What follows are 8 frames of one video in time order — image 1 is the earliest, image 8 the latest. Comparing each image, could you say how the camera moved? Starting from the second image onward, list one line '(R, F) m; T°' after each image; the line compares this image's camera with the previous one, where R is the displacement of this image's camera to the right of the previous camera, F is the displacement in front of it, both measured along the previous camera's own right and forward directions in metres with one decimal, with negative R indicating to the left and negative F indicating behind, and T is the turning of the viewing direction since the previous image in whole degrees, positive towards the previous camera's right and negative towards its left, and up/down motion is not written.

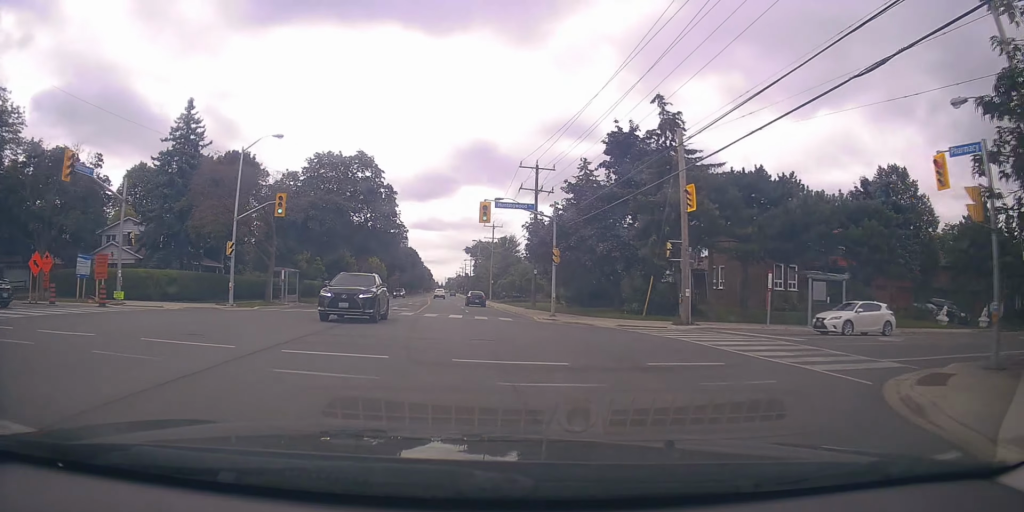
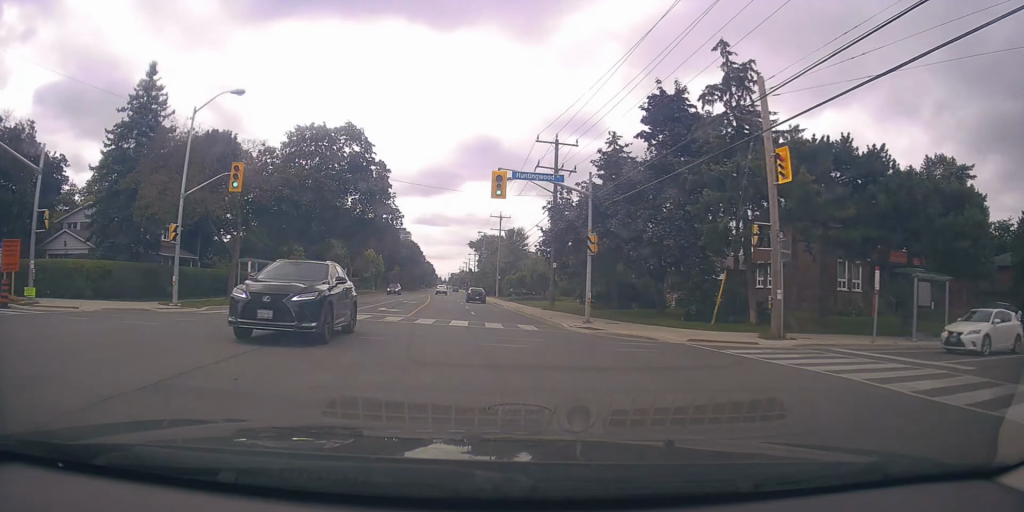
(-0.1, +7.4) m; +1°
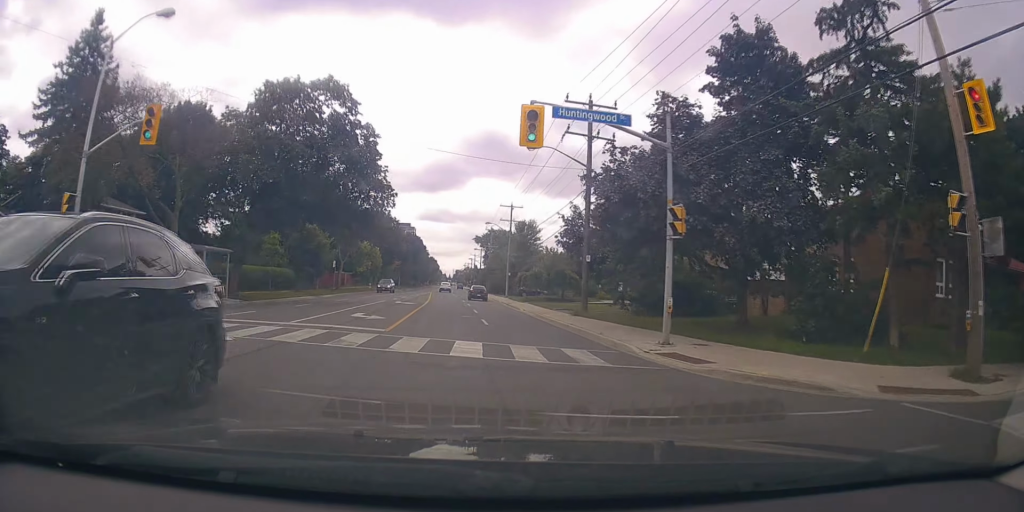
(-0.2, +8.5) m; +1°
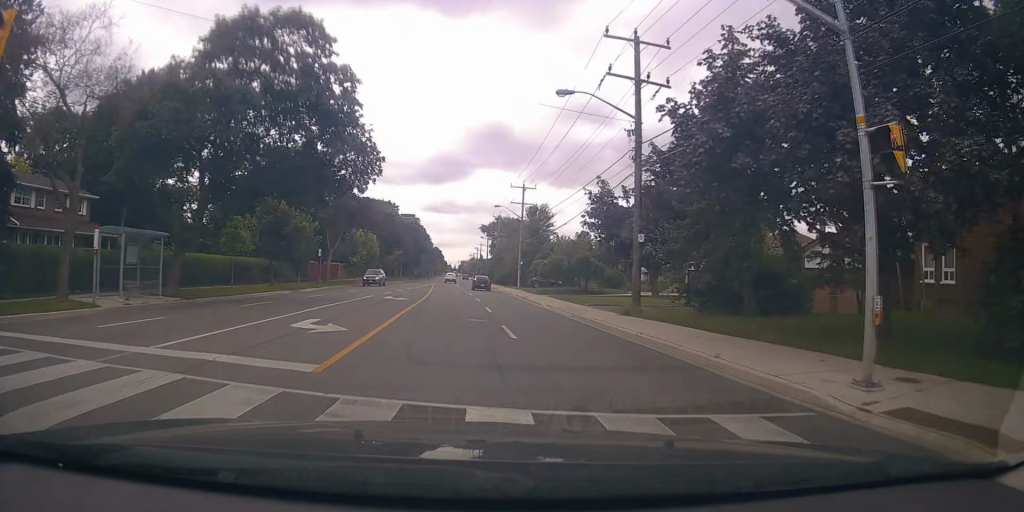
(+0.3, +8.0) m; 0°
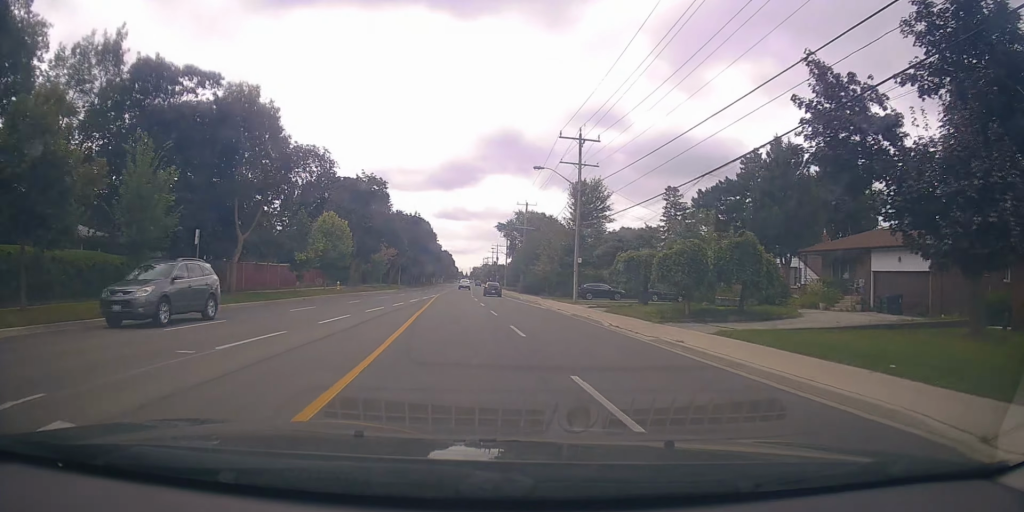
(-0.6, +25.5) m; -2°
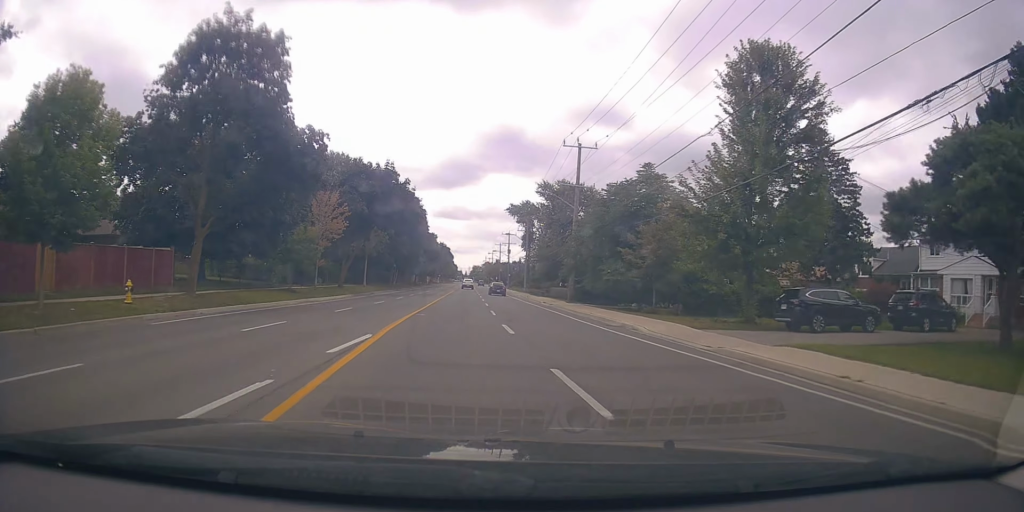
(+0.8, +35.6) m; +2°
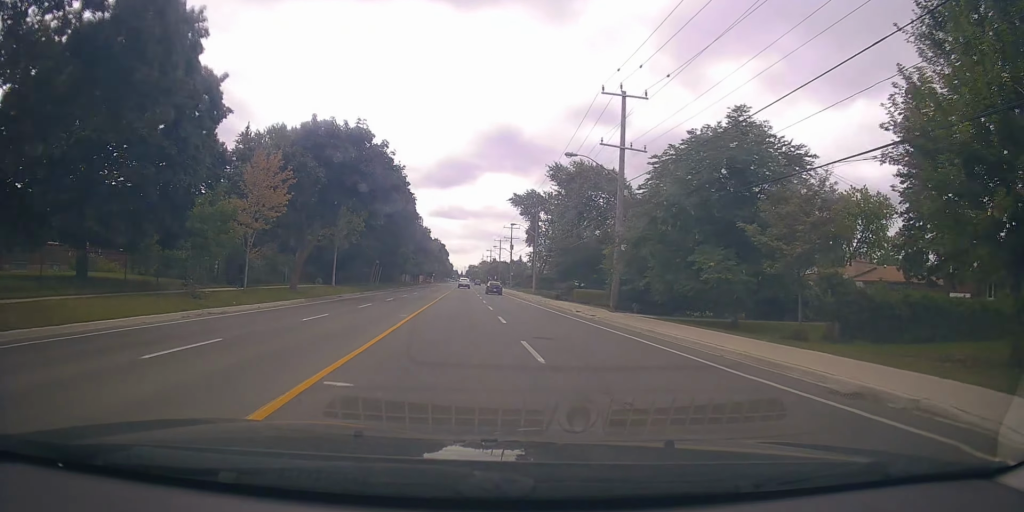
(0.0, +13.8) m; 0°
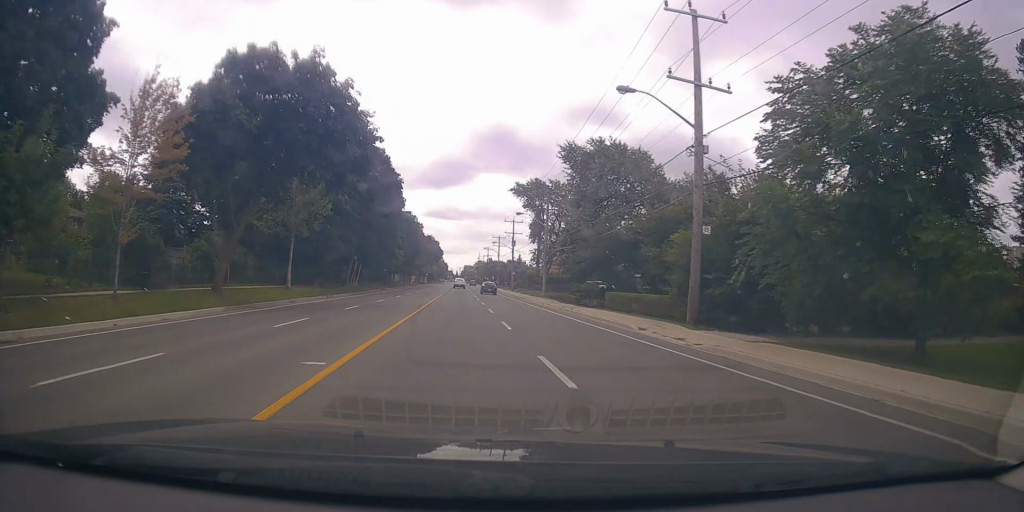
(-0.1, +11.6) m; 0°
